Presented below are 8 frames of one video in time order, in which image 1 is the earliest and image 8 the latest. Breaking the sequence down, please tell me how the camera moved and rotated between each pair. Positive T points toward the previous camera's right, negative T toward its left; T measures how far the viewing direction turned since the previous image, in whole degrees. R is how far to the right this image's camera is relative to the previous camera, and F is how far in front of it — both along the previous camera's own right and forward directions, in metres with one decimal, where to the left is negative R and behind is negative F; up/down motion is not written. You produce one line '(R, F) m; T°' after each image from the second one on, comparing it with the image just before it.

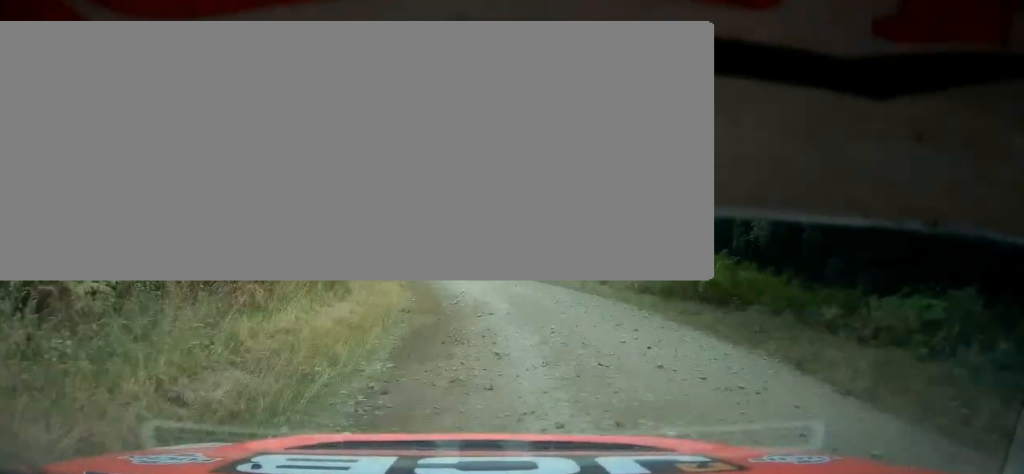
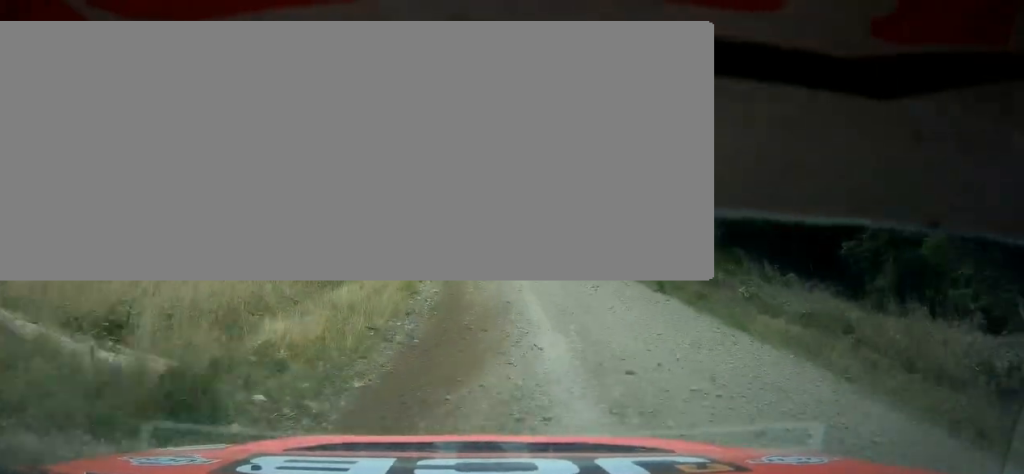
(-1.5, +28.1) m; -11°
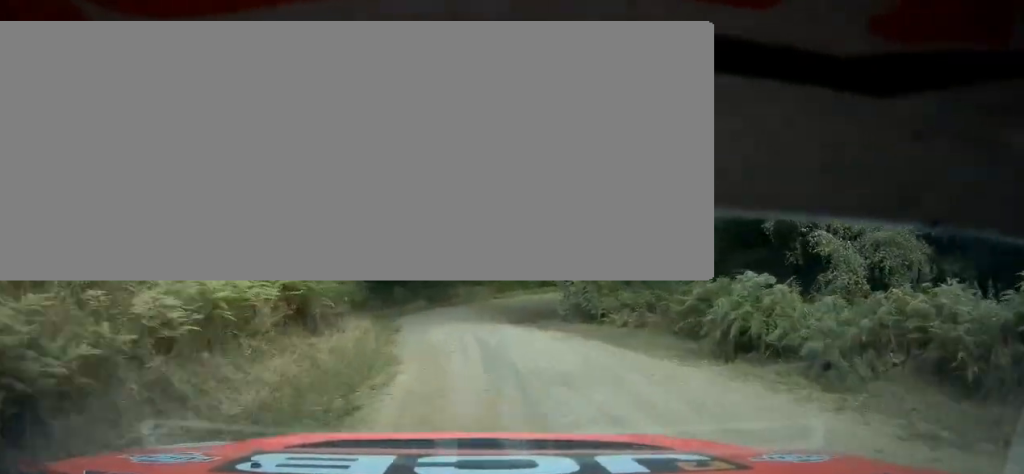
(-20.5, +51.3) m; -38°
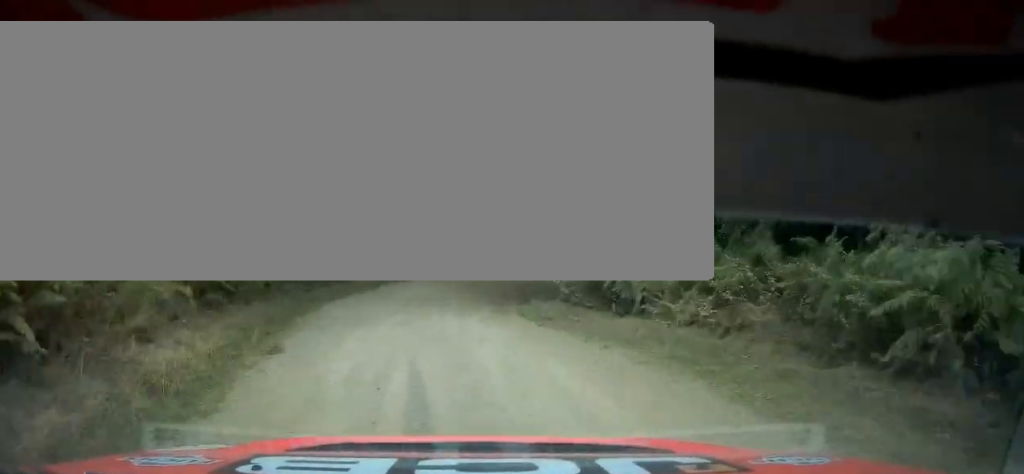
(-0.9, +6.8) m; 0°
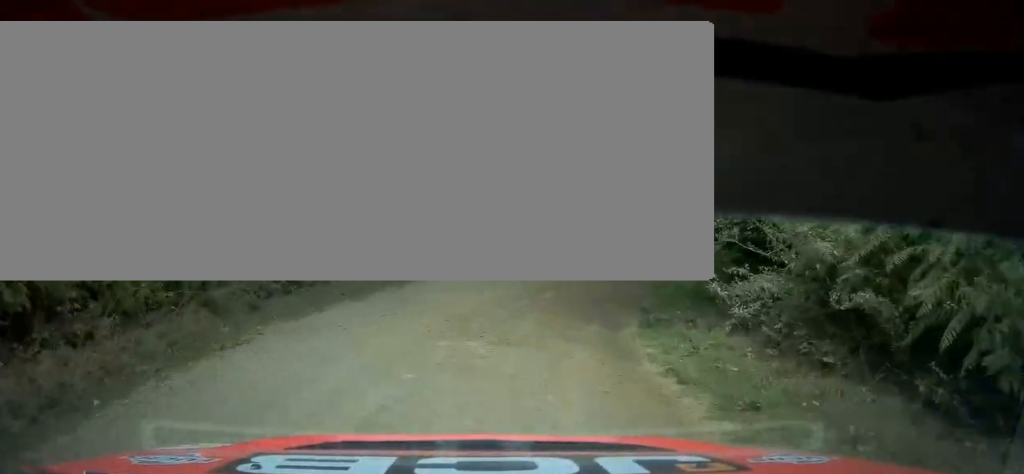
(+0.5, +7.9) m; +6°
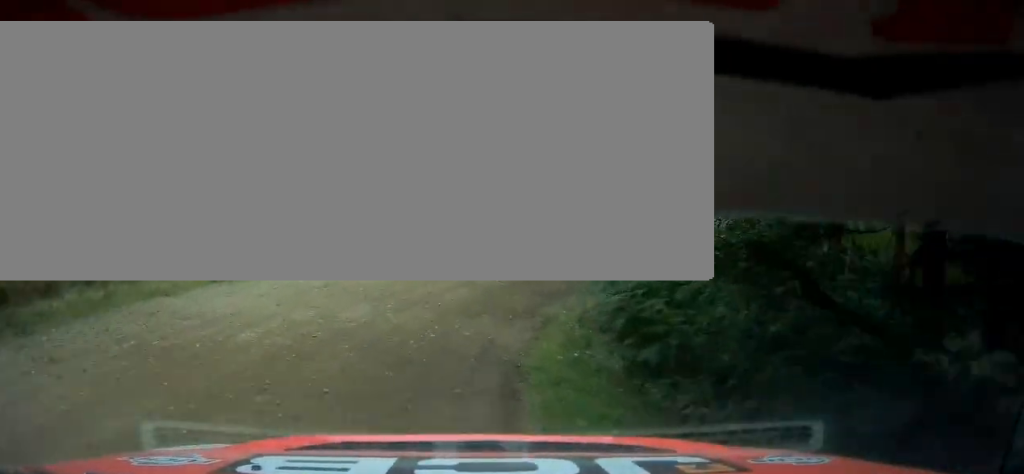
(+0.7, +12.6) m; +13°
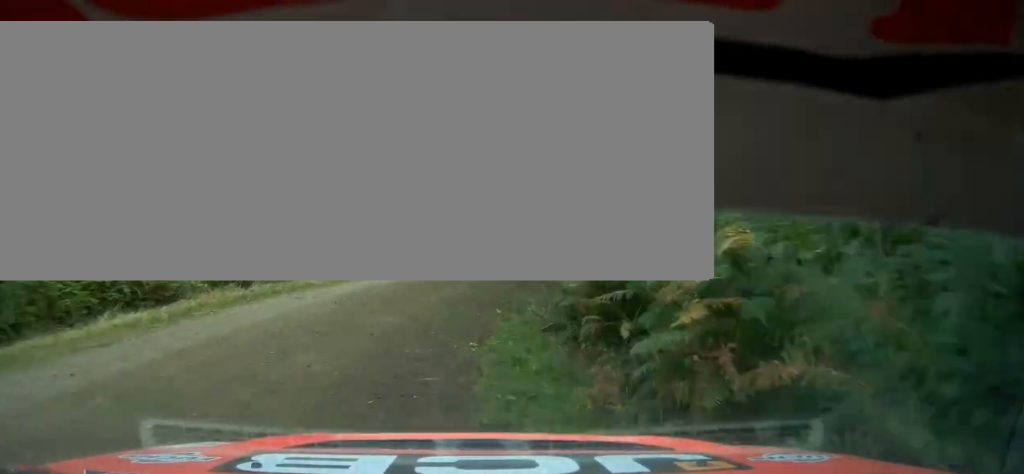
(+2.7, +17.2) m; +12°
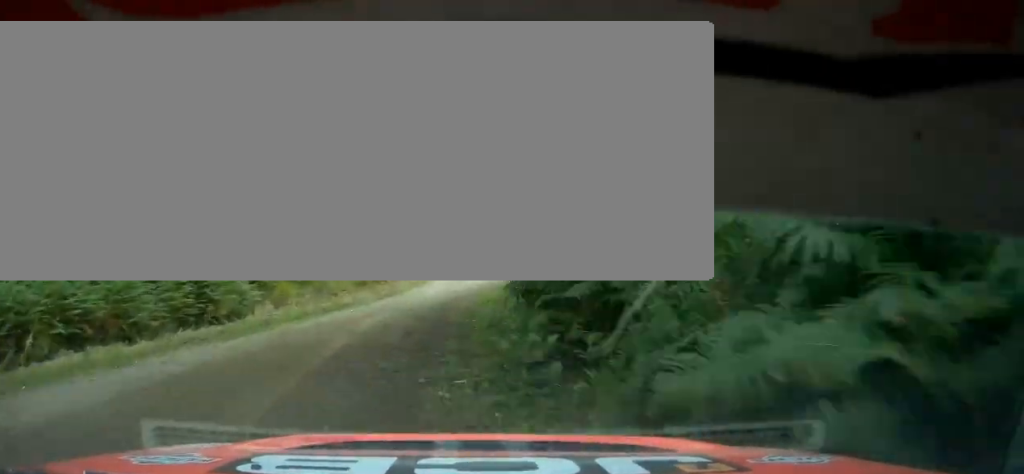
(+0.6, +12.4) m; +1°
